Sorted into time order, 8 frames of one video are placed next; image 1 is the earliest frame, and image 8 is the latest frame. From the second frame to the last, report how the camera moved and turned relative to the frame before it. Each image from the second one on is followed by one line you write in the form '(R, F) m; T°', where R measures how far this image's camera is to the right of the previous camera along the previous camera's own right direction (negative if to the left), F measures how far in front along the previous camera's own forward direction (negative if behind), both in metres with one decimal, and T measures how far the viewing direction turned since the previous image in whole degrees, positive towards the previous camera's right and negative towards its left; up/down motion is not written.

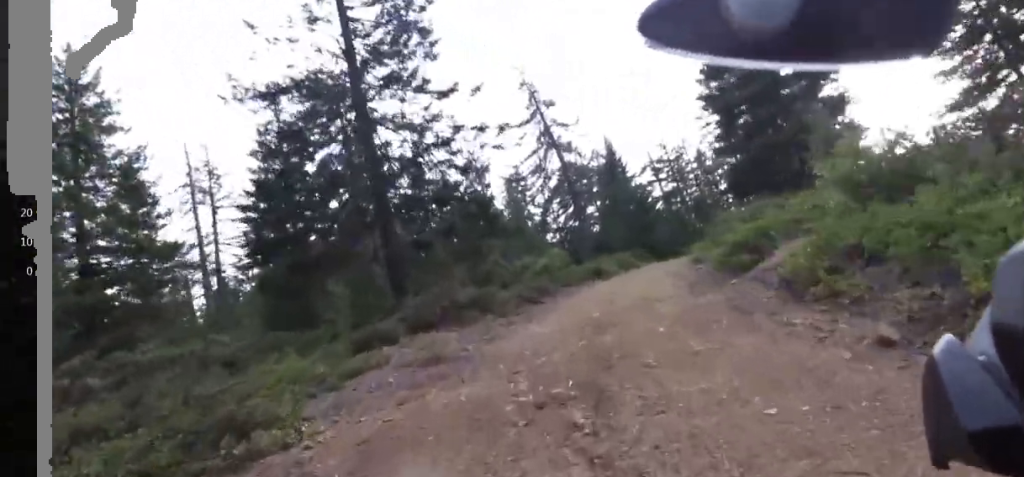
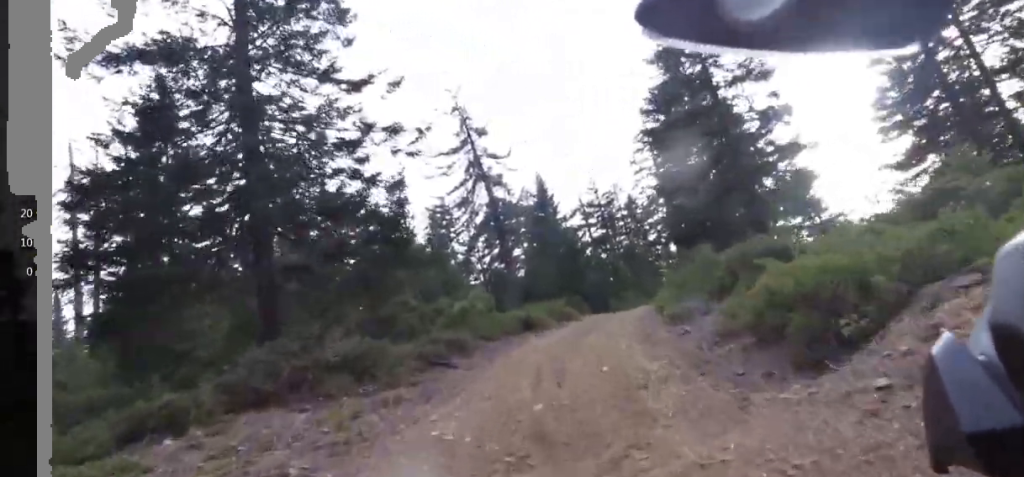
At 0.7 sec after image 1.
(-0.6, +4.2) m; 0°
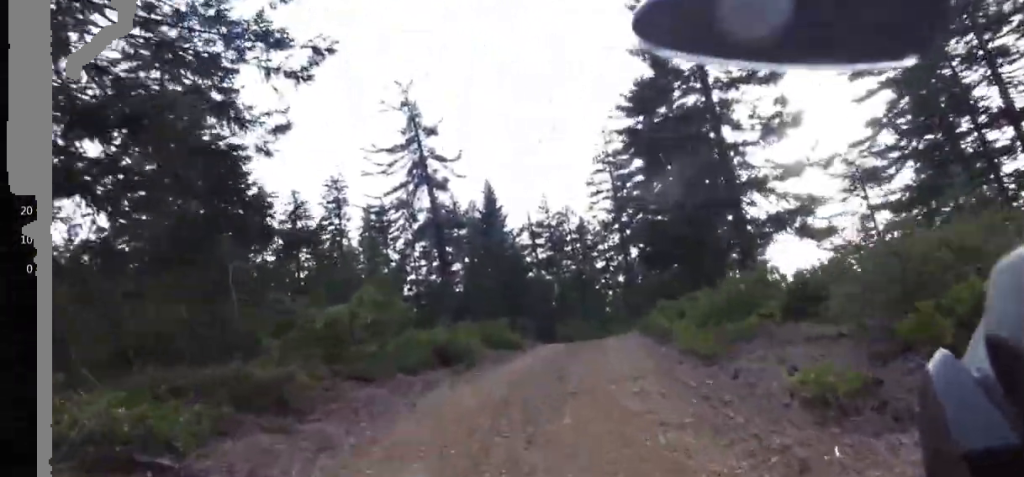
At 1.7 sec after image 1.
(+0.4, +6.1) m; -3°
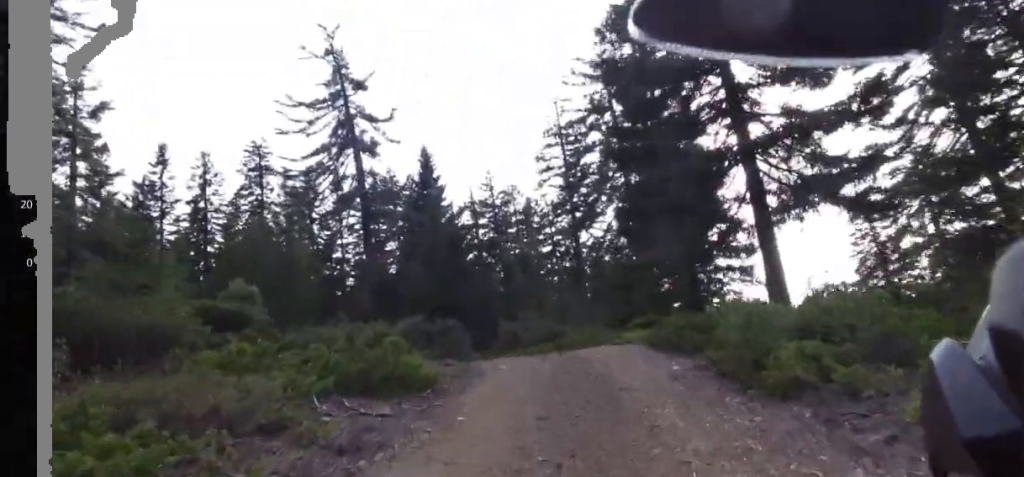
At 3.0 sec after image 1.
(-1.0, +6.3) m; -16°
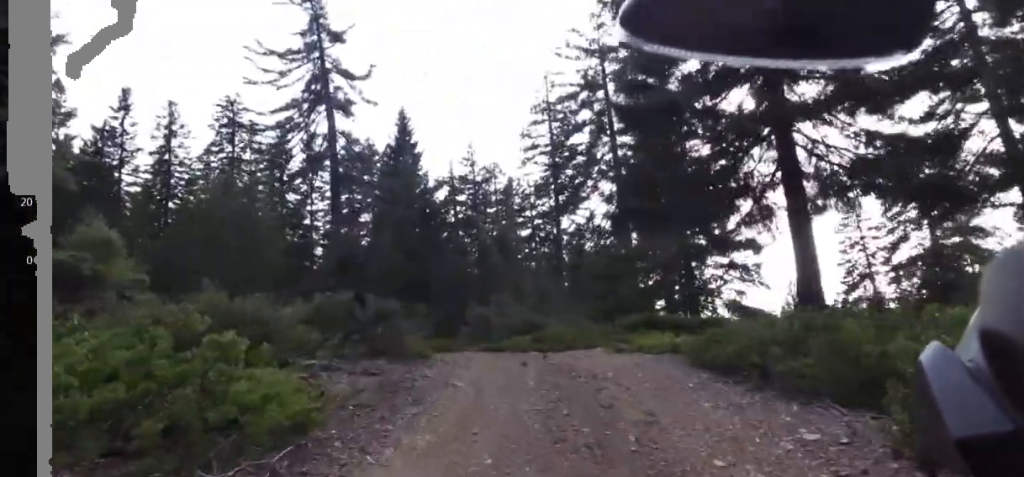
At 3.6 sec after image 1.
(0.0, +2.6) m; -4°
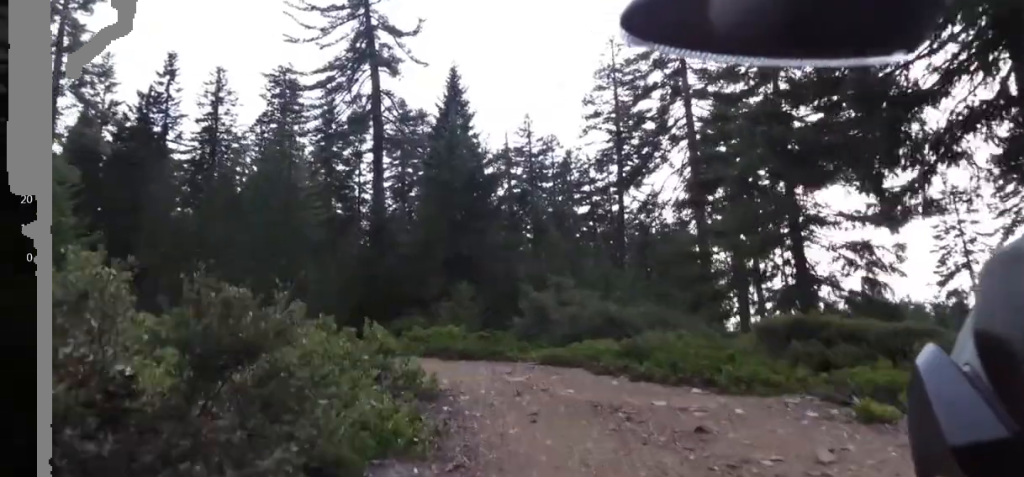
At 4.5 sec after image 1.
(-0.3, +4.2) m; -16°
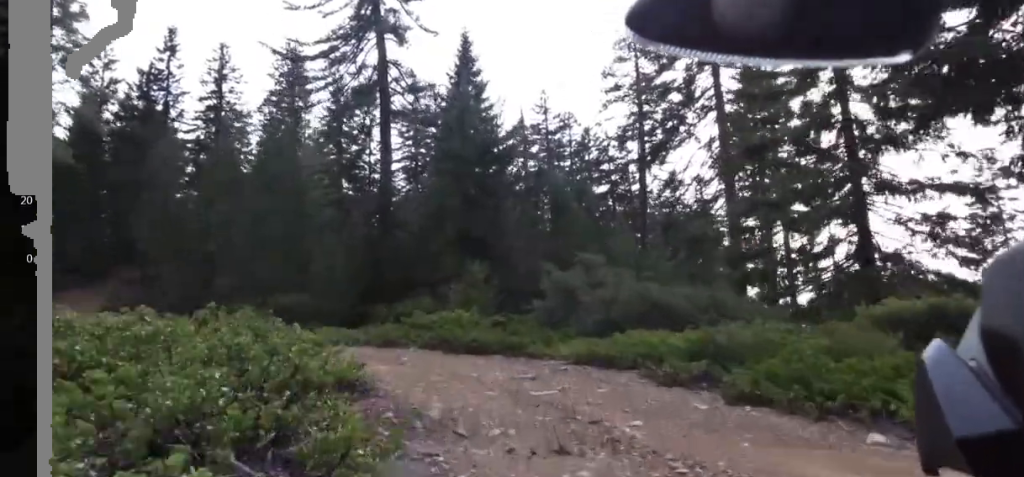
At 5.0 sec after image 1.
(+0.1, +2.3) m; -13°
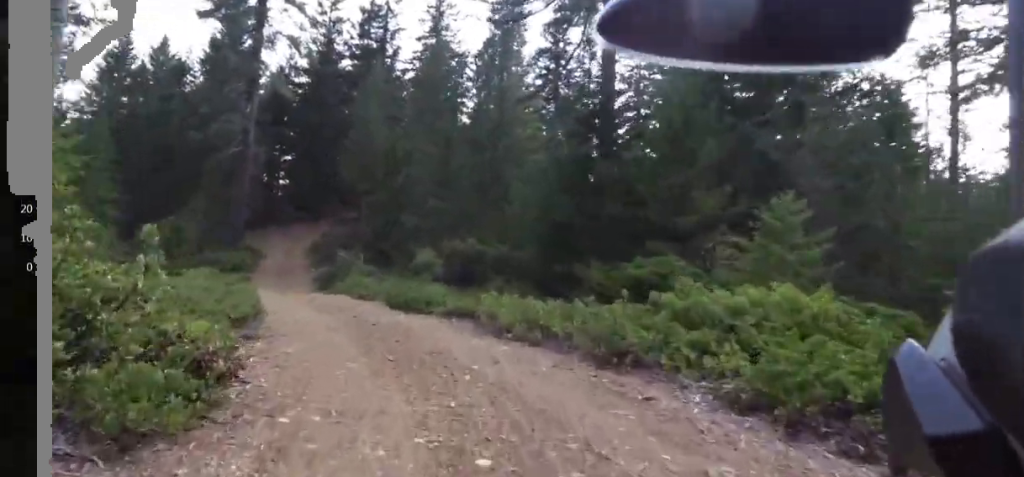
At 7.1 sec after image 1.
(-1.1, +11.1) m; +6°
